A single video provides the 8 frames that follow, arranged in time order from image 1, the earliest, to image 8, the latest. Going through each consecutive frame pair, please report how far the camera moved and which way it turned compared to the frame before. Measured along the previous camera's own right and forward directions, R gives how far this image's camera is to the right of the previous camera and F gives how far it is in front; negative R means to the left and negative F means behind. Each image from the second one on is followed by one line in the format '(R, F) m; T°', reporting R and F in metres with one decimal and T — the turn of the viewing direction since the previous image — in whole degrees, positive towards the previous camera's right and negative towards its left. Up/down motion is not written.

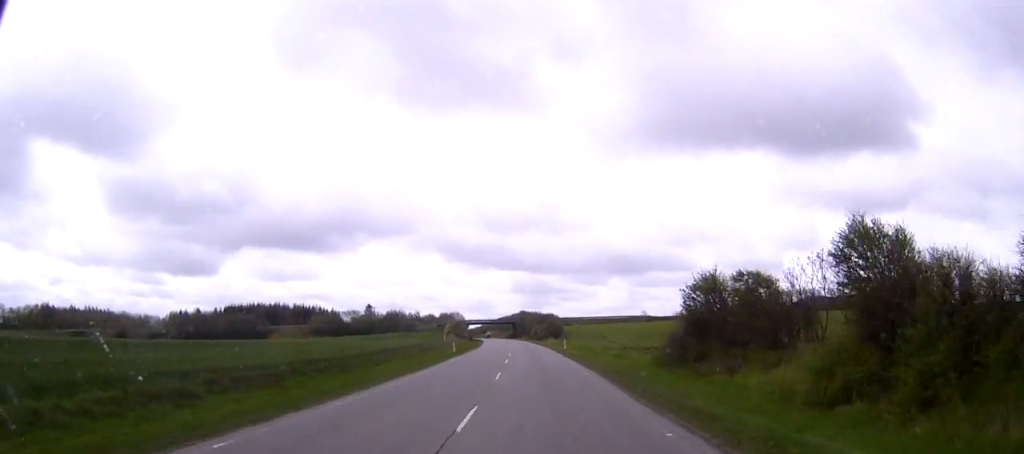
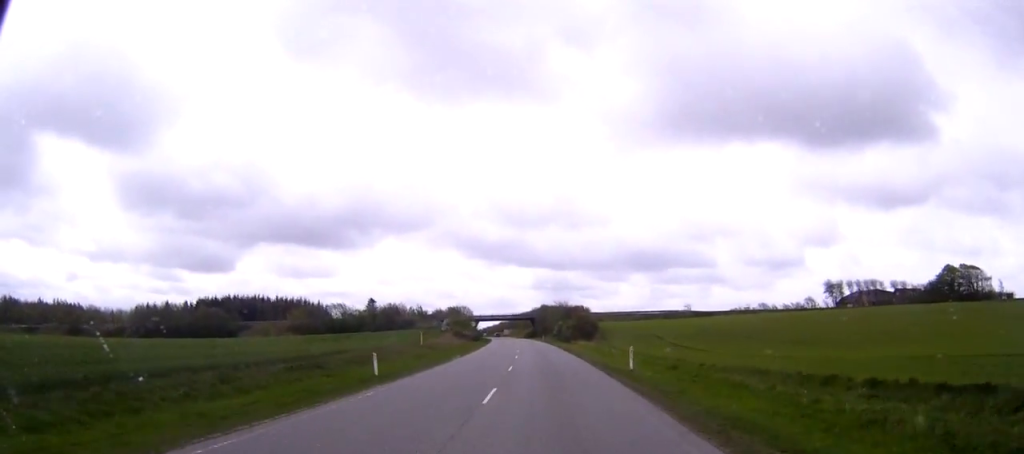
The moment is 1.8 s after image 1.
(-0.6, +39.4) m; -2°
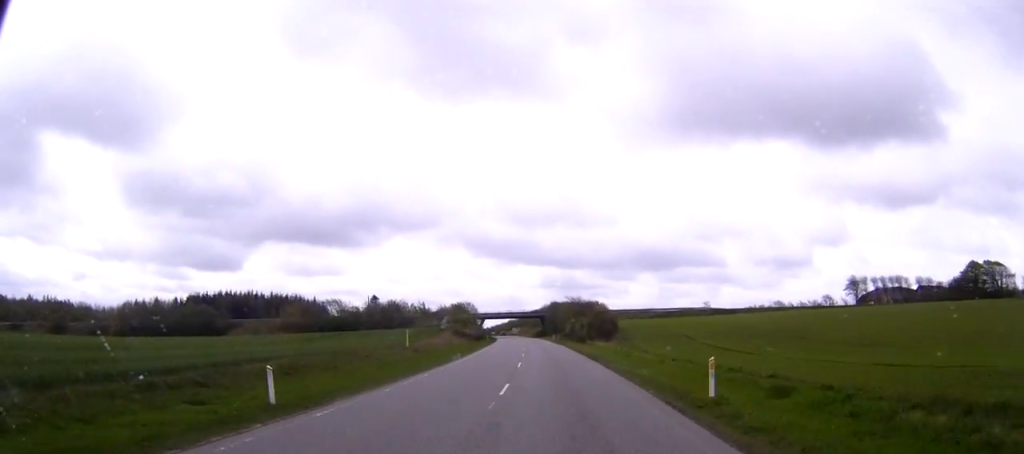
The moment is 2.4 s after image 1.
(-0.1, +12.9) m; -1°
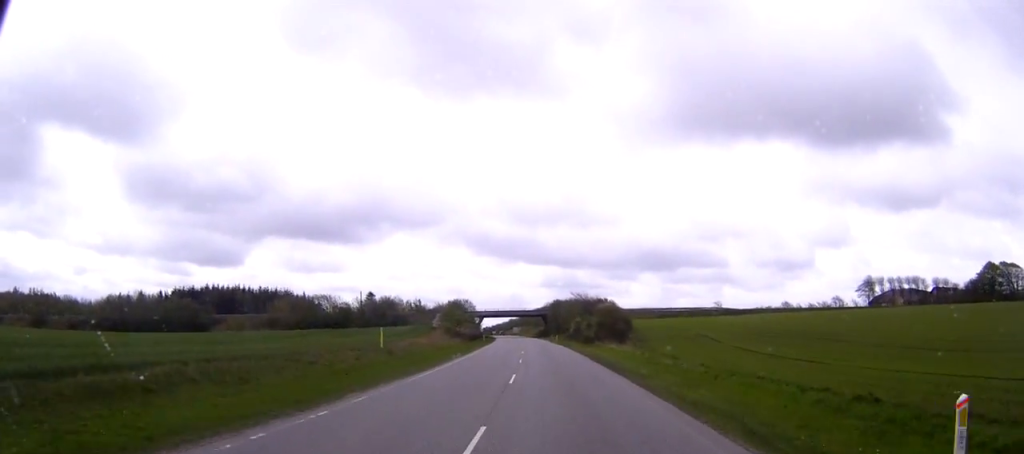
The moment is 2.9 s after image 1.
(-0.1, +10.8) m; 0°
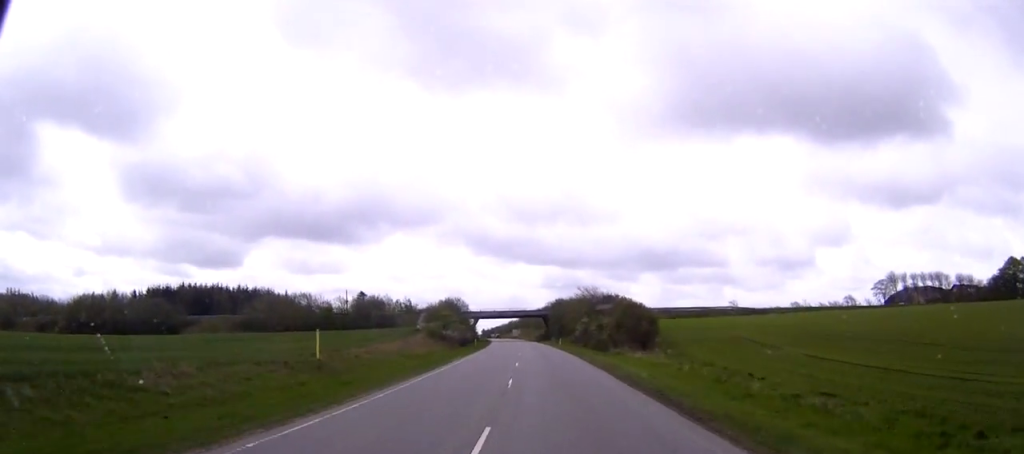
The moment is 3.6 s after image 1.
(-0.1, +15.0) m; 0°
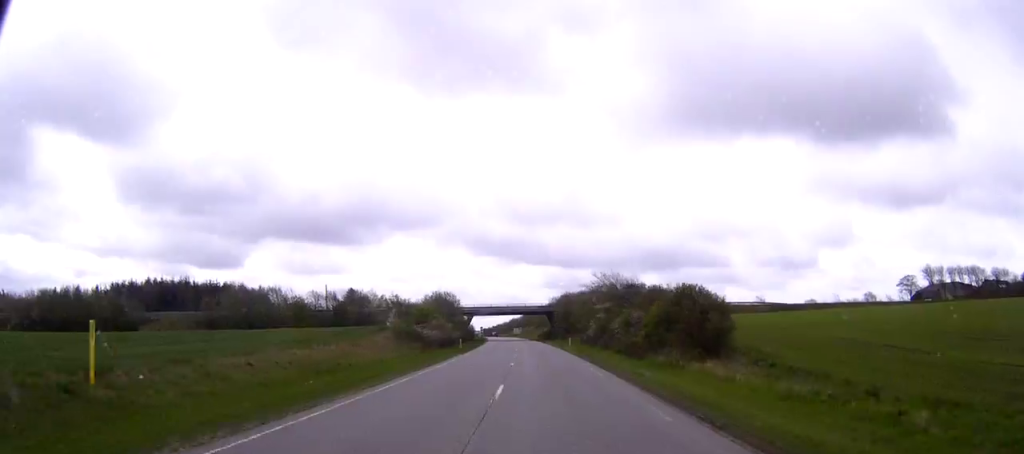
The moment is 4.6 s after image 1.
(0.0, +20.2) m; 0°
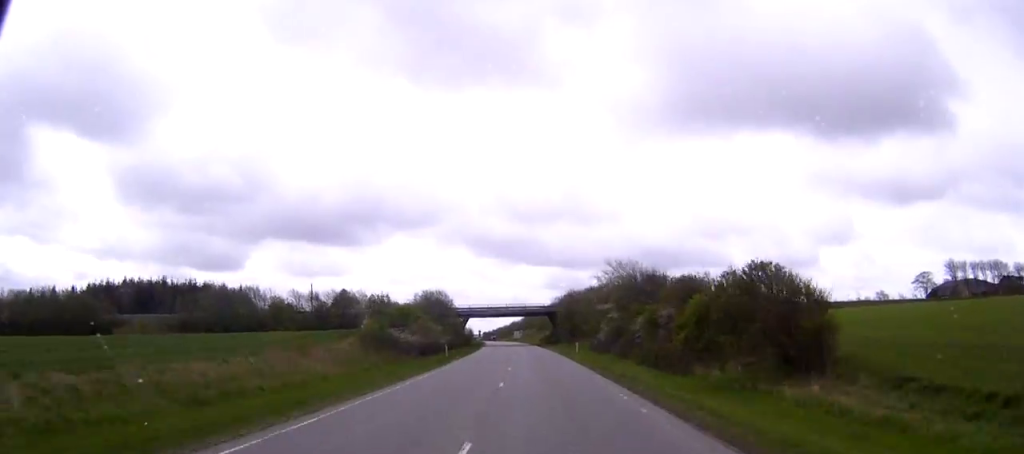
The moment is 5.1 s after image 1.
(0.0, +11.6) m; 0°
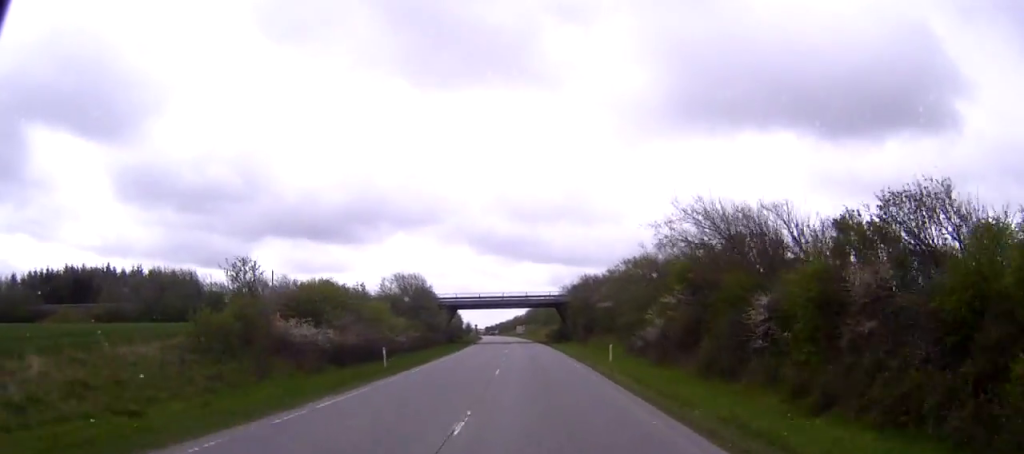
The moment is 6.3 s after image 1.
(-0.1, +25.3) m; 0°
